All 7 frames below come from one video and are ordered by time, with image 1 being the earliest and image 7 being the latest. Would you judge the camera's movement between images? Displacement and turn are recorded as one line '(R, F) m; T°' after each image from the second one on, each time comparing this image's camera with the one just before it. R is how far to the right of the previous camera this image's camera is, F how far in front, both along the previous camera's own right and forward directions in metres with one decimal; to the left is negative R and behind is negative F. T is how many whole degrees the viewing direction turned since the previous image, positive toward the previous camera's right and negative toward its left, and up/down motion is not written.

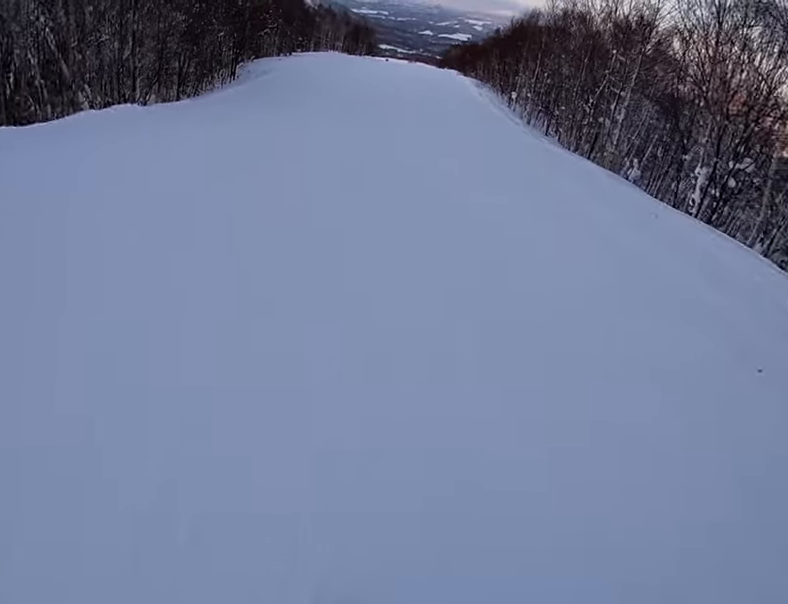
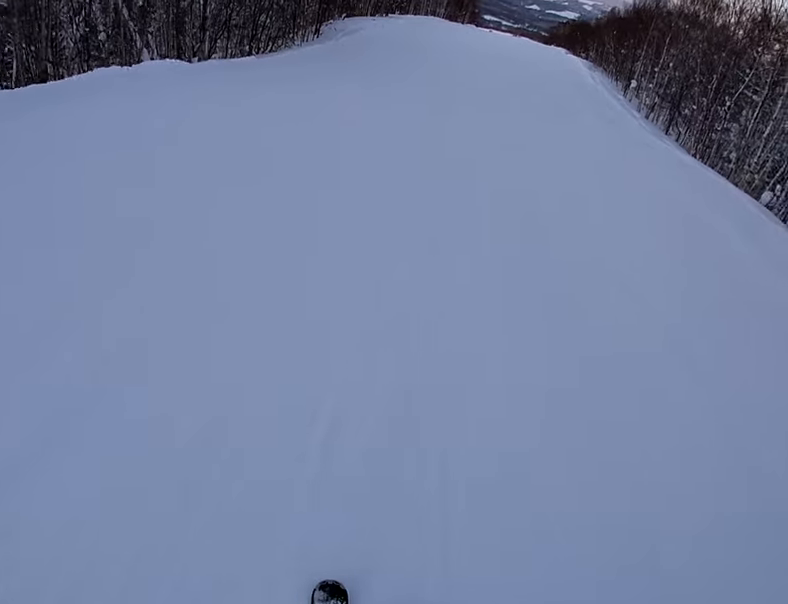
(0.0, +3.8) m; -5°
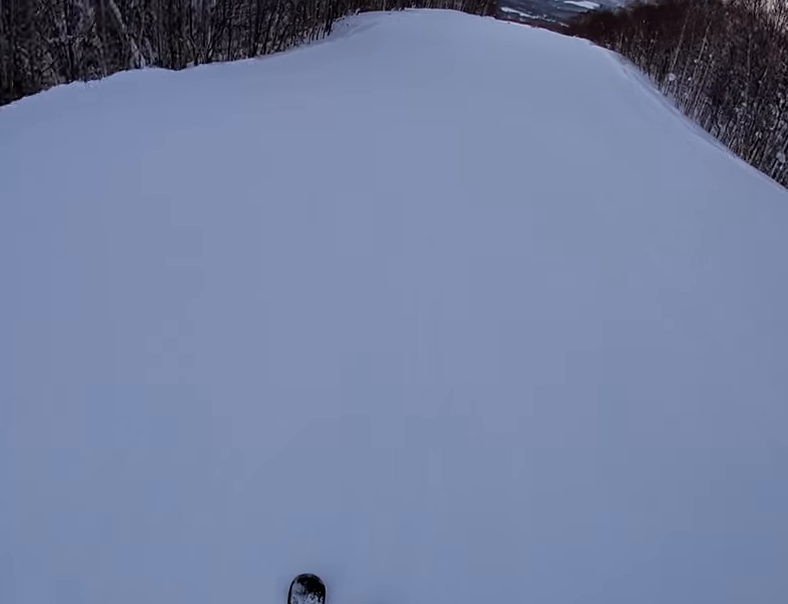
(-0.5, +2.7) m; -2°
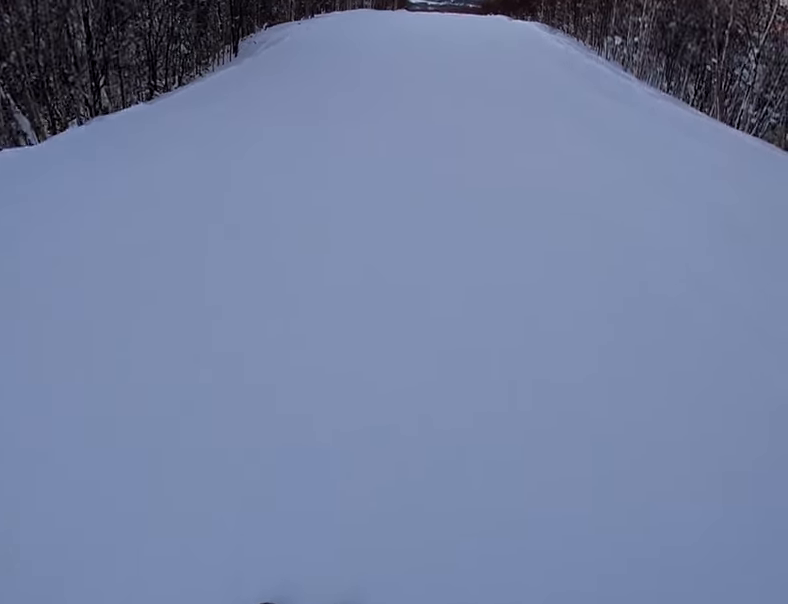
(-0.2, +4.3) m; 0°
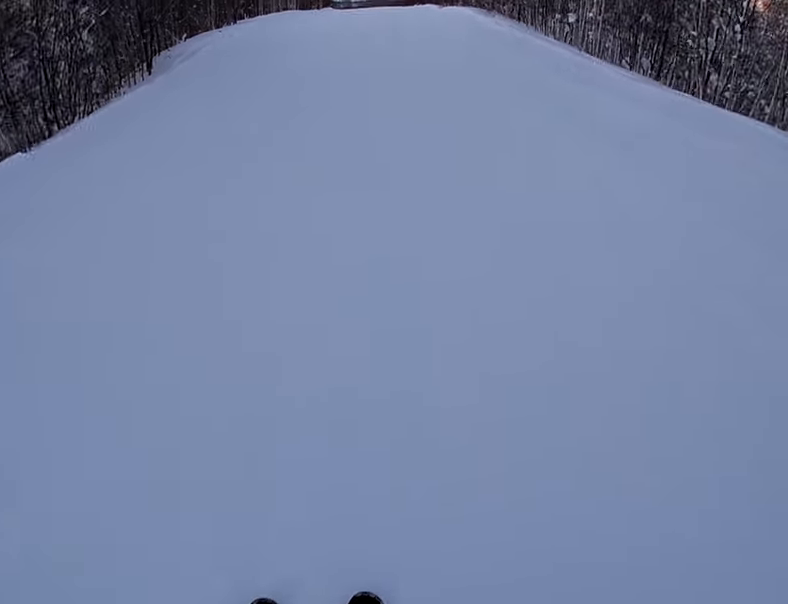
(+0.2, +3.8) m; +4°
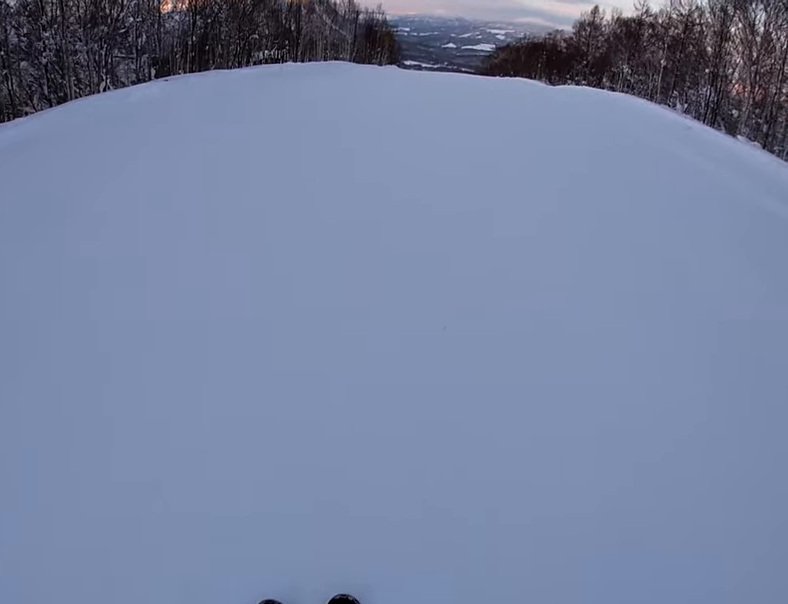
(-1.4, +24.8) m; -5°
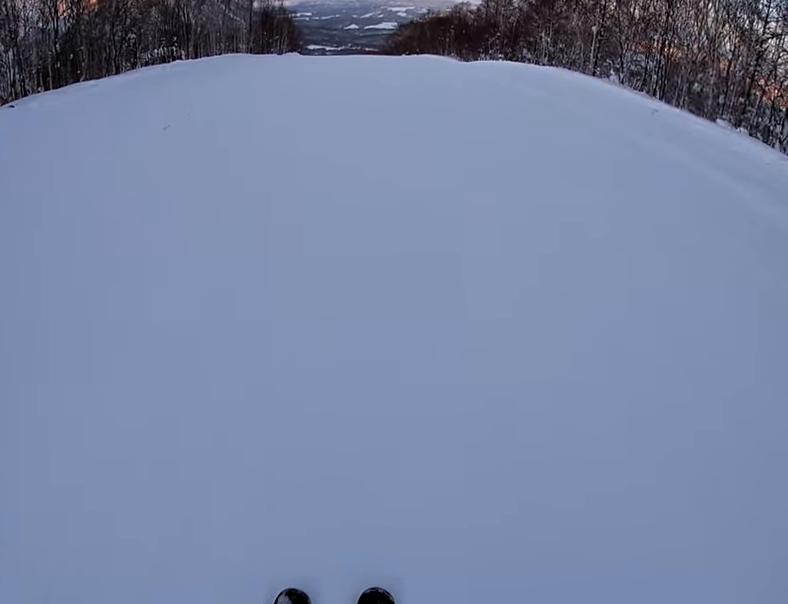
(-0.1, +4.7) m; +3°
